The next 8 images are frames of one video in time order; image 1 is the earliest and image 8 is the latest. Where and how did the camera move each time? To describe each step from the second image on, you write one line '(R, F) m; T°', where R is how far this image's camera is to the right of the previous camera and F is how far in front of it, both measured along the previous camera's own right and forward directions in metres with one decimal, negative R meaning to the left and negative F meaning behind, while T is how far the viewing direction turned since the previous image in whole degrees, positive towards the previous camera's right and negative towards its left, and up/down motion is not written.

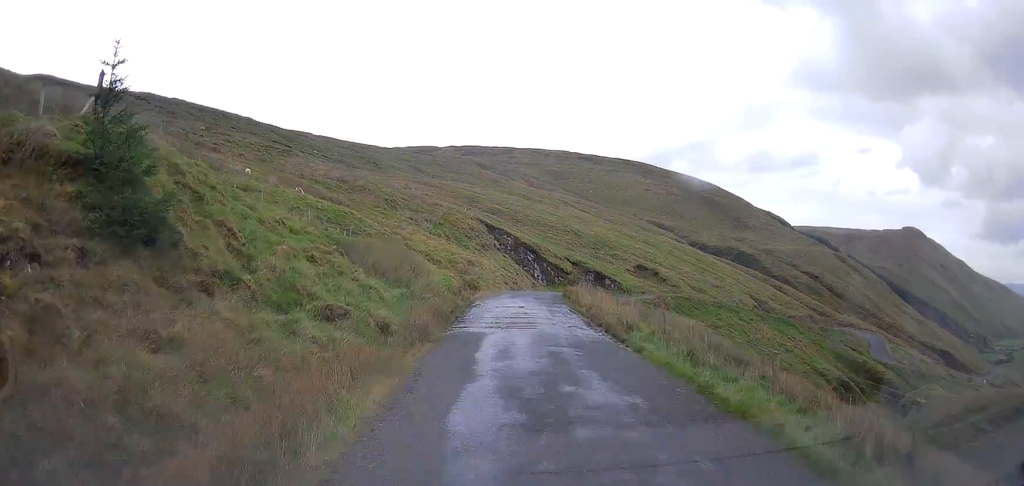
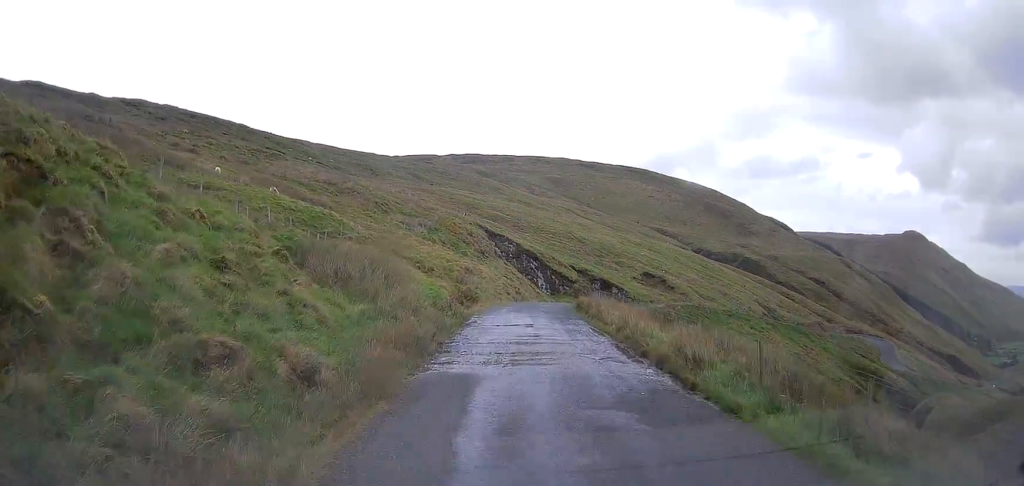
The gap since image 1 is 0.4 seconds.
(0.0, +6.8) m; 0°
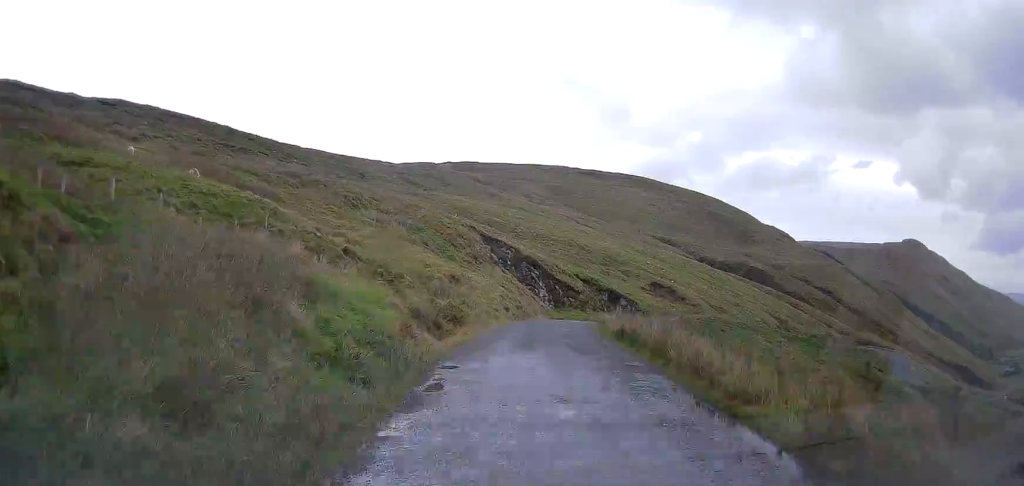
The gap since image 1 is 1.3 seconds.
(0.0, +13.5) m; +1°
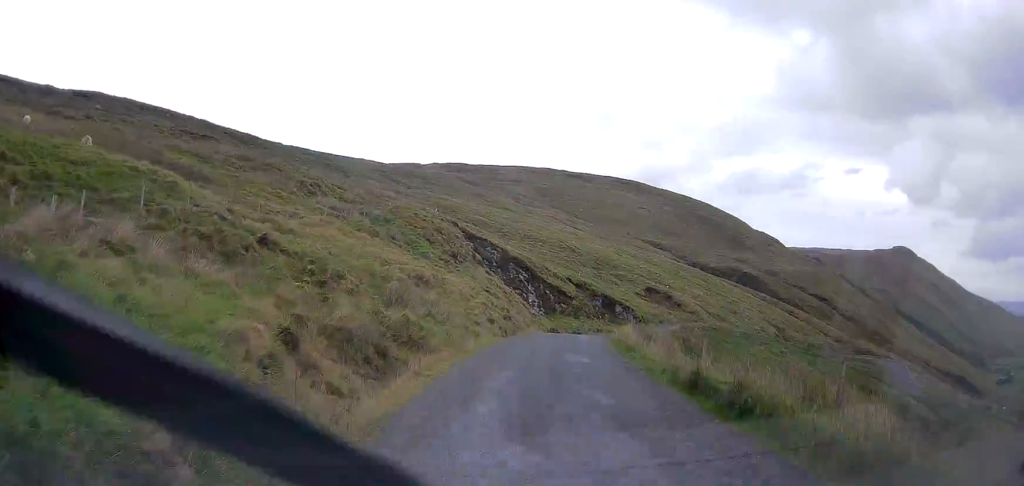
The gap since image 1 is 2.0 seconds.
(0.0, +10.2) m; +1°
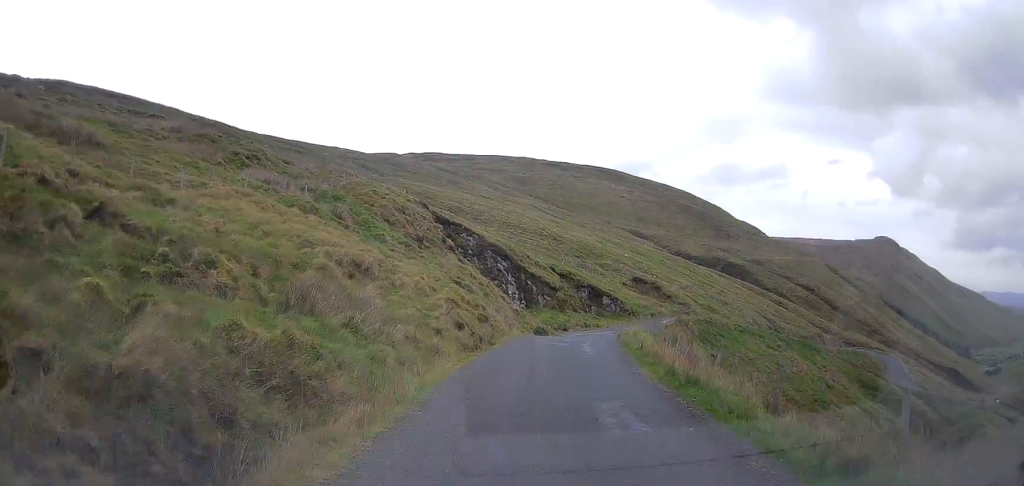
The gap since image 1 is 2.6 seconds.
(+0.1, +9.4) m; +2°
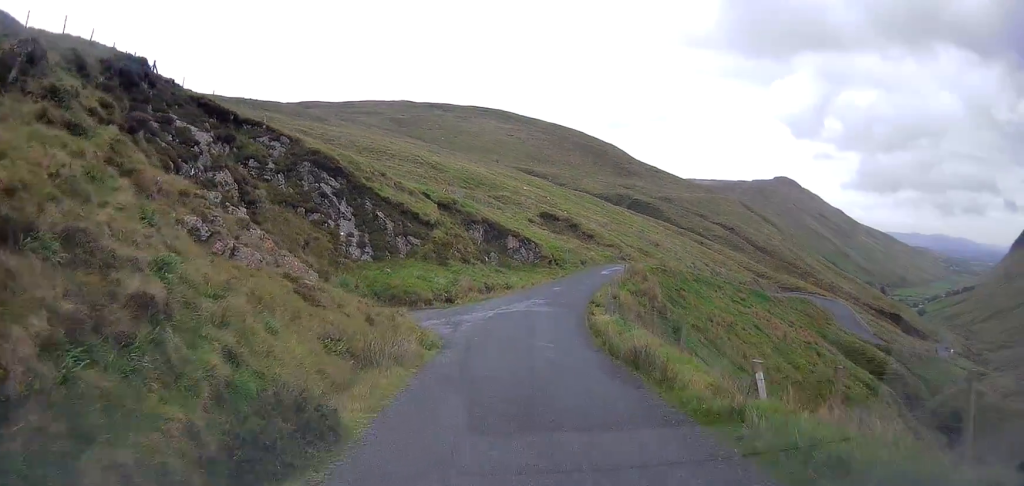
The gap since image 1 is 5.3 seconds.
(+3.0, +37.6) m; +9°
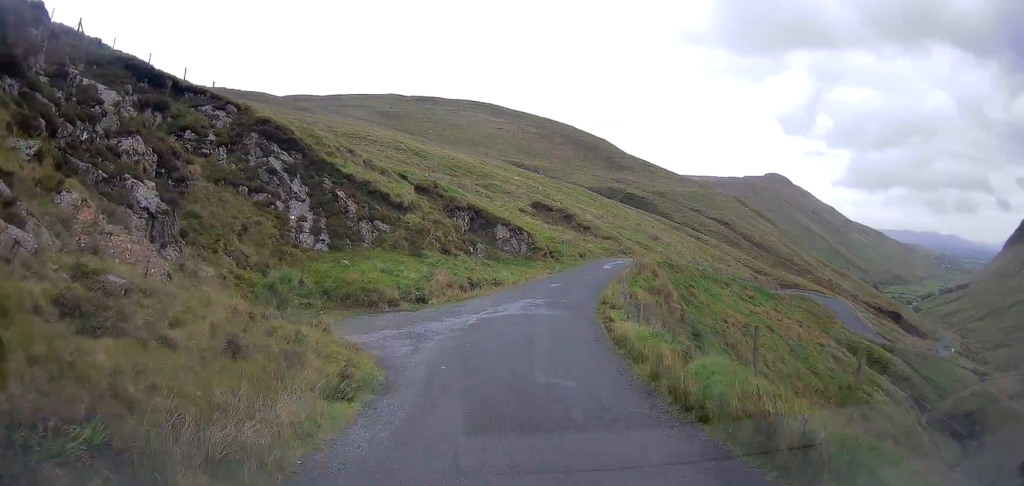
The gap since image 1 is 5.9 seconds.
(+0.2, +8.2) m; +2°
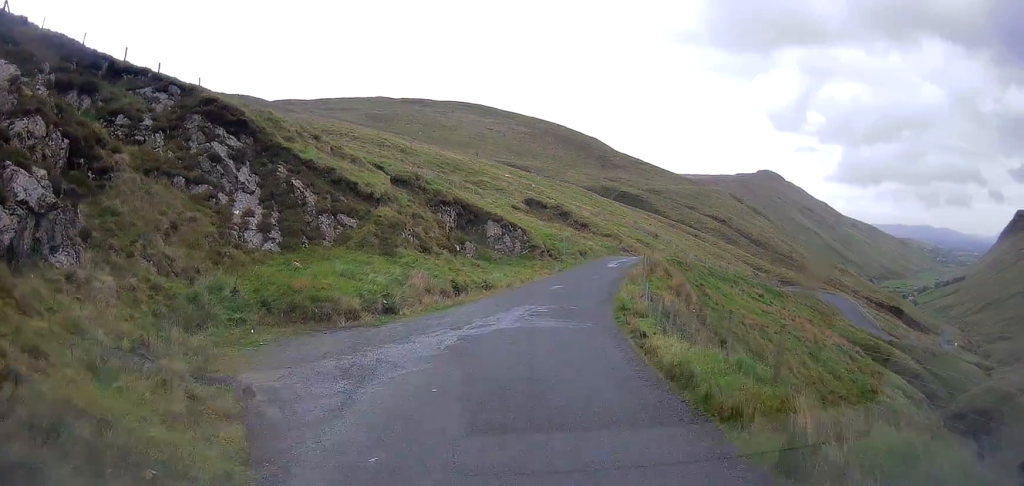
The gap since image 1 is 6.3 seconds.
(0.0, +6.4) m; +1°
